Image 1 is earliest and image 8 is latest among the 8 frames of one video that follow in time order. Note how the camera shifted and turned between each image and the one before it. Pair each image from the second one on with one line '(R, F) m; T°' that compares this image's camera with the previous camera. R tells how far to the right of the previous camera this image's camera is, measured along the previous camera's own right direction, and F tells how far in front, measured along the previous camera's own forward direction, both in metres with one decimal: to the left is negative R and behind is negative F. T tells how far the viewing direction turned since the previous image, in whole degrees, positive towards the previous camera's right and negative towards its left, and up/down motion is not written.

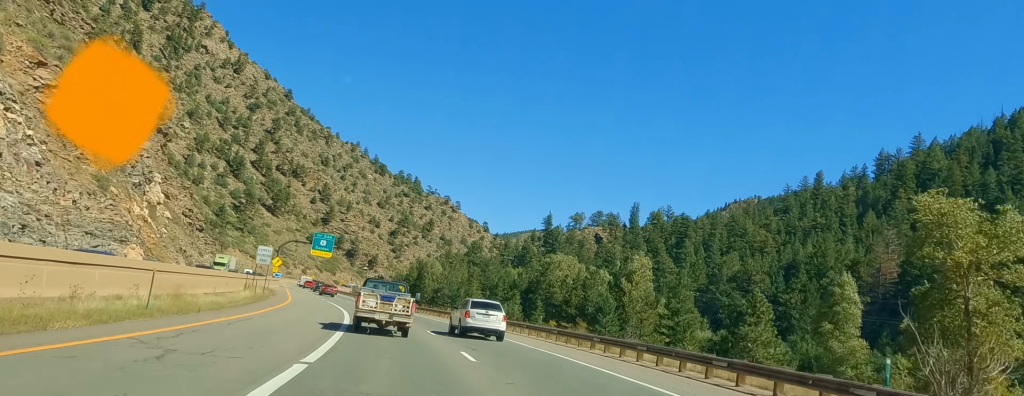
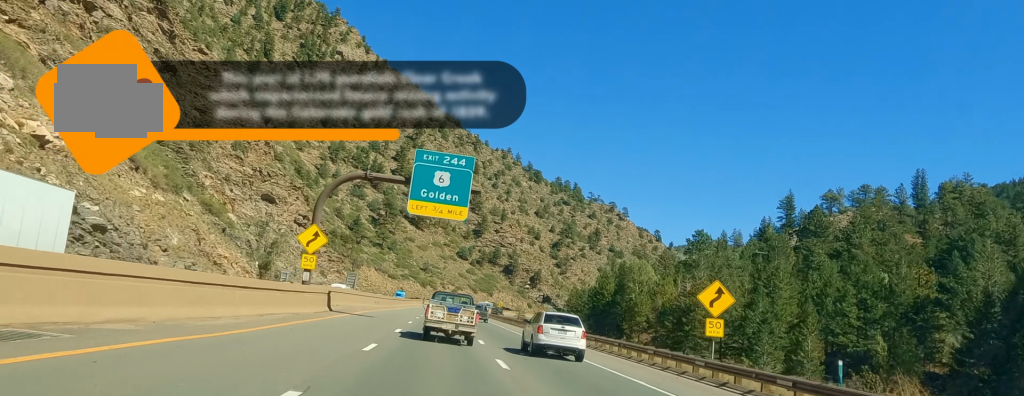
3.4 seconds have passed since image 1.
(-8.3, +84.3) m; -7°
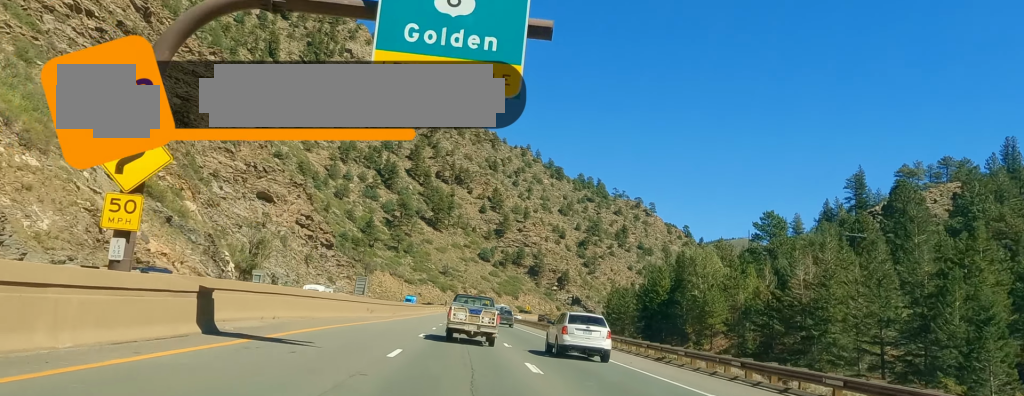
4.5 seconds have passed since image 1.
(-0.1, +25.1) m; 0°
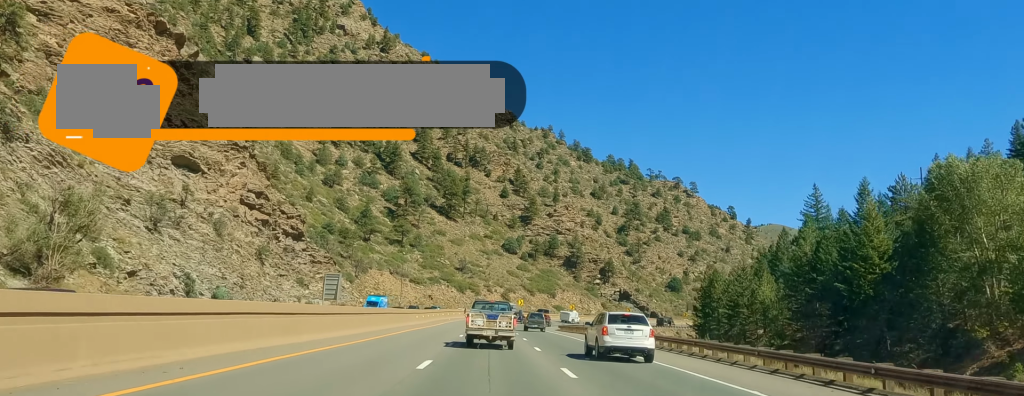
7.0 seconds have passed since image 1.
(+0.4, +60.9) m; 0°
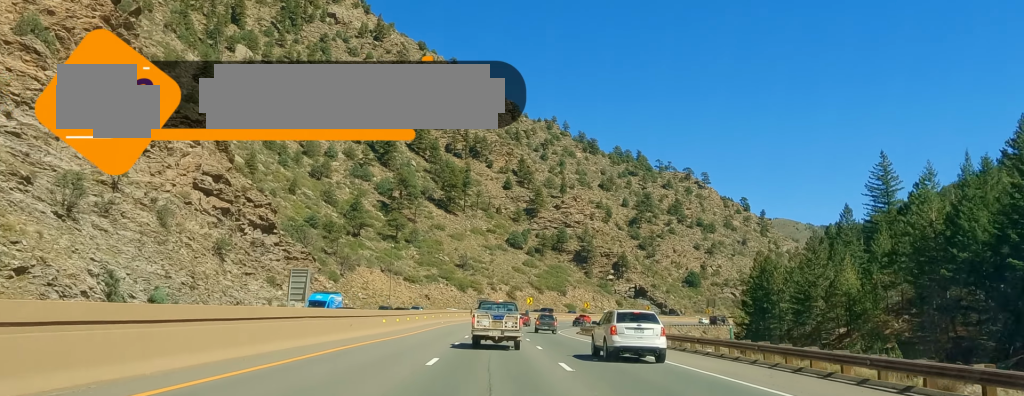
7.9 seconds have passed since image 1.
(-0.3, +21.9) m; 0°
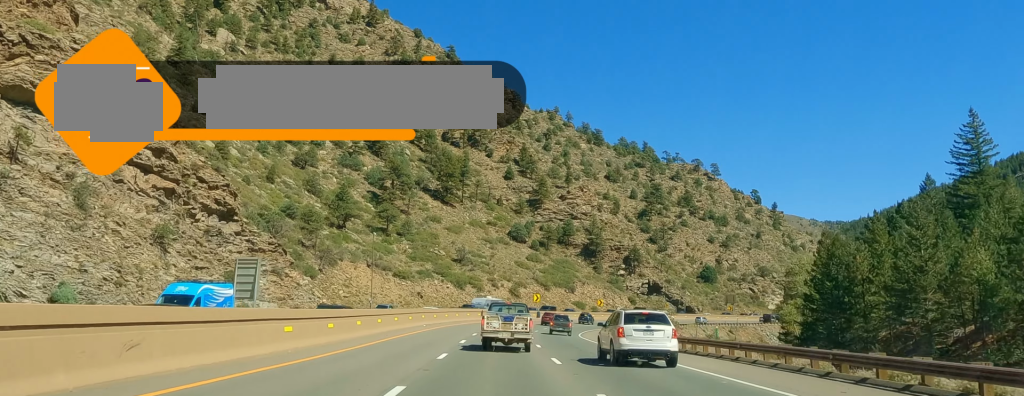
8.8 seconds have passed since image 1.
(-0.3, +20.3) m; 0°
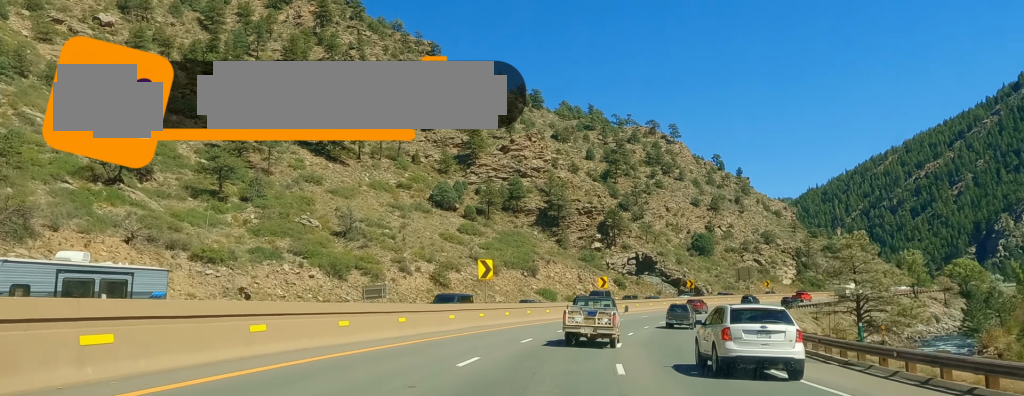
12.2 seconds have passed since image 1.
(+8.3, +76.2) m; +15°
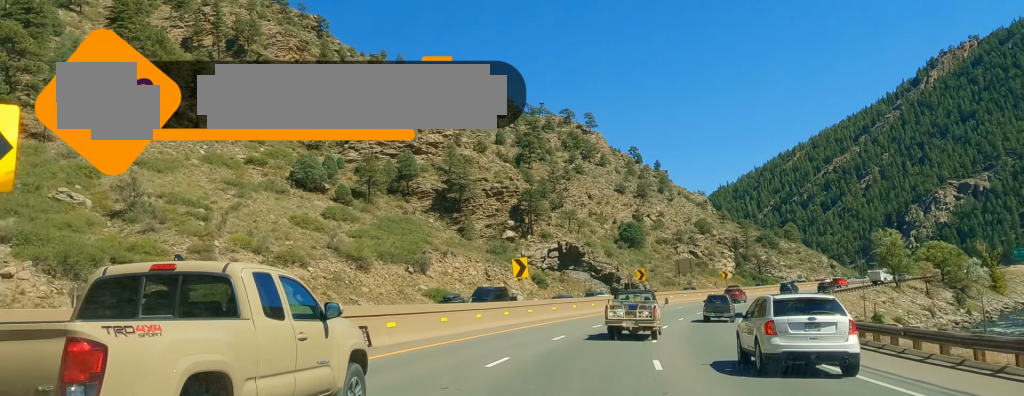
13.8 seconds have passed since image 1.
(+2.7, +36.5) m; +8°
